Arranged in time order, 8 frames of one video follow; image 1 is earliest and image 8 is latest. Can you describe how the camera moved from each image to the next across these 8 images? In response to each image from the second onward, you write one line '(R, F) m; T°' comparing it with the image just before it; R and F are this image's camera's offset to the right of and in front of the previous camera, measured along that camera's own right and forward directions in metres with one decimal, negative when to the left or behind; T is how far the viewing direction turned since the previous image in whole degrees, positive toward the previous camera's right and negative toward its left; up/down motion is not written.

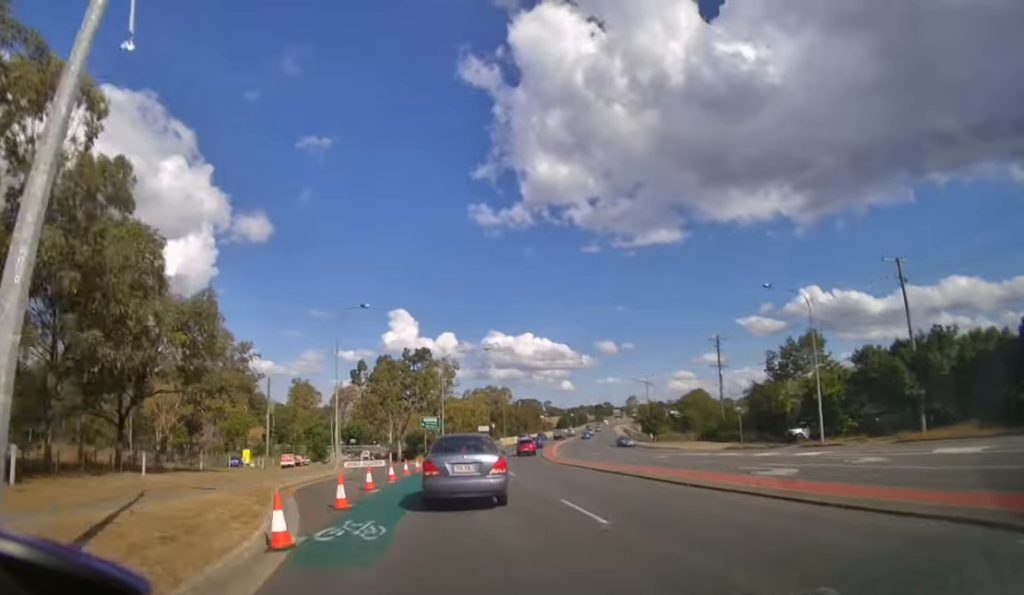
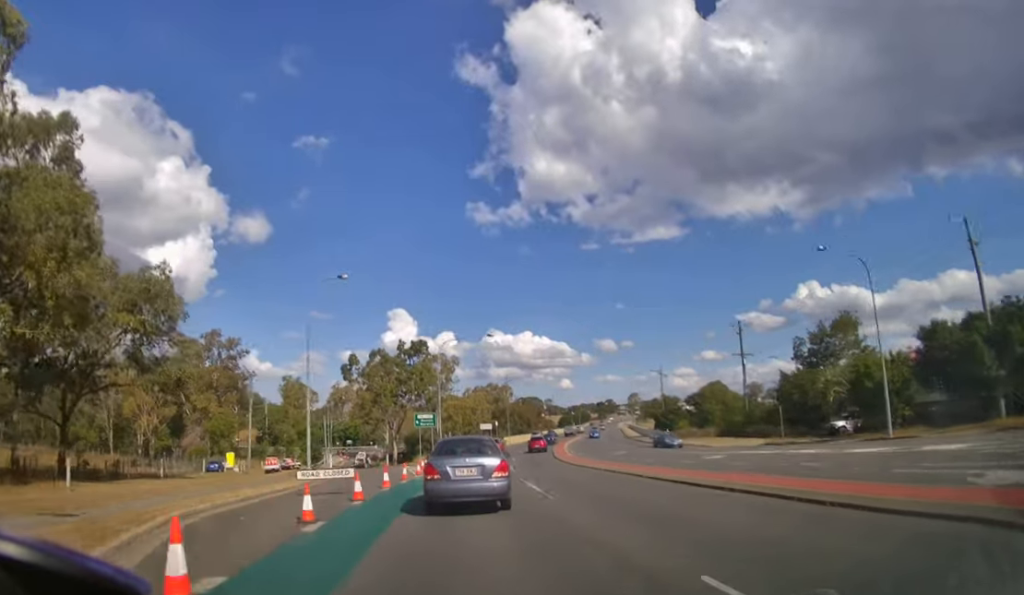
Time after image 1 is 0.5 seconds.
(0.0, +6.0) m; 0°
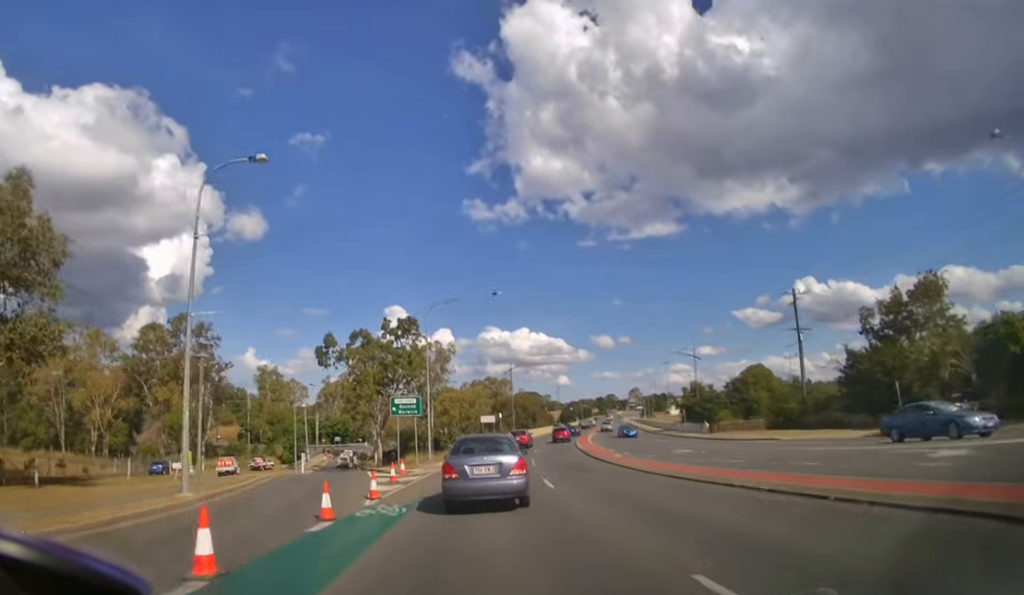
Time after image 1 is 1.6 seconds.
(+0.1, +12.0) m; +1°
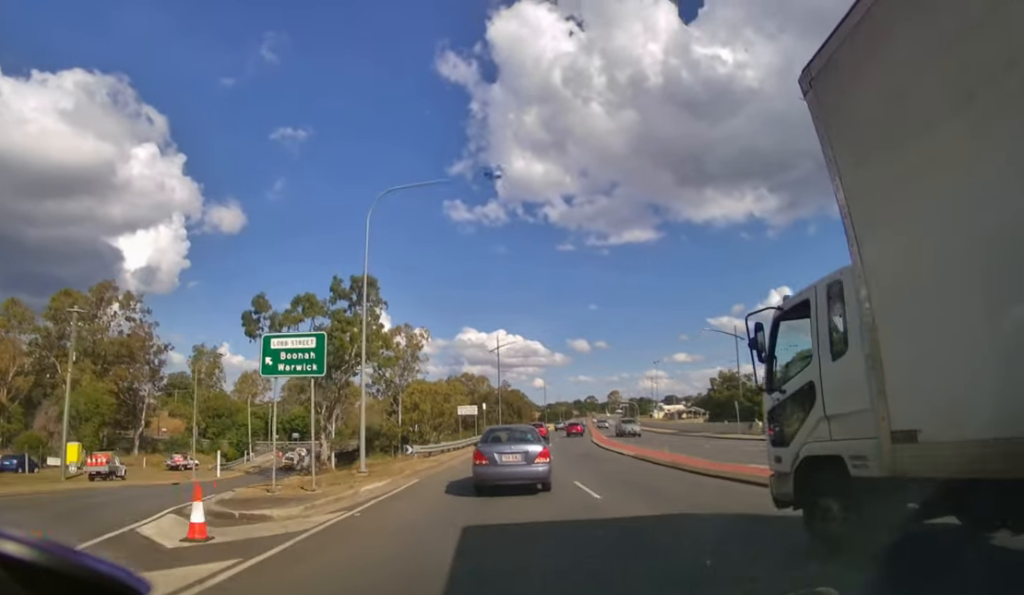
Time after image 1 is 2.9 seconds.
(+0.4, +16.8) m; +3°
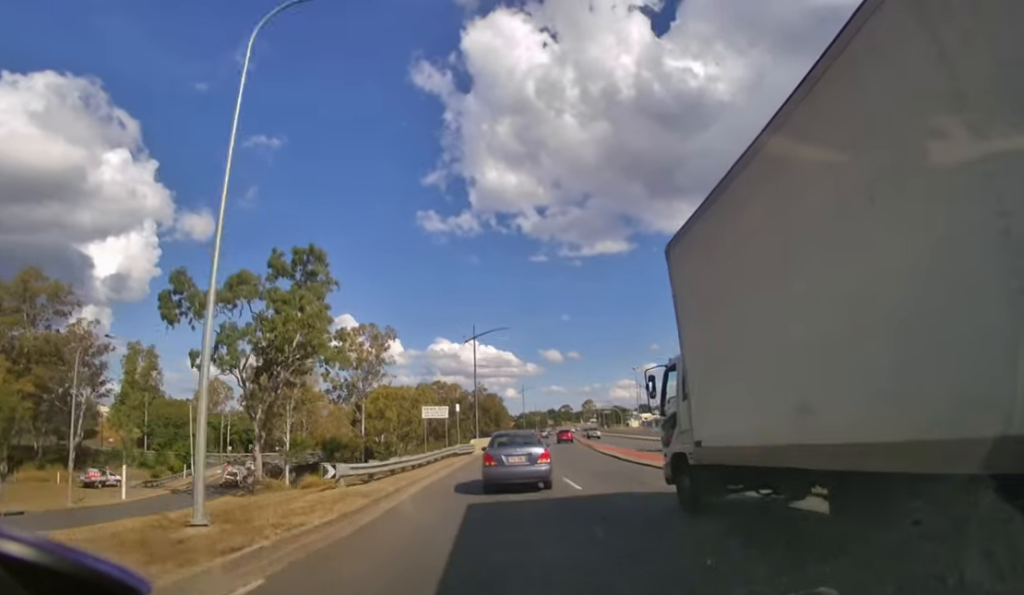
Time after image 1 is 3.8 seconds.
(+0.2, +11.4) m; +2°
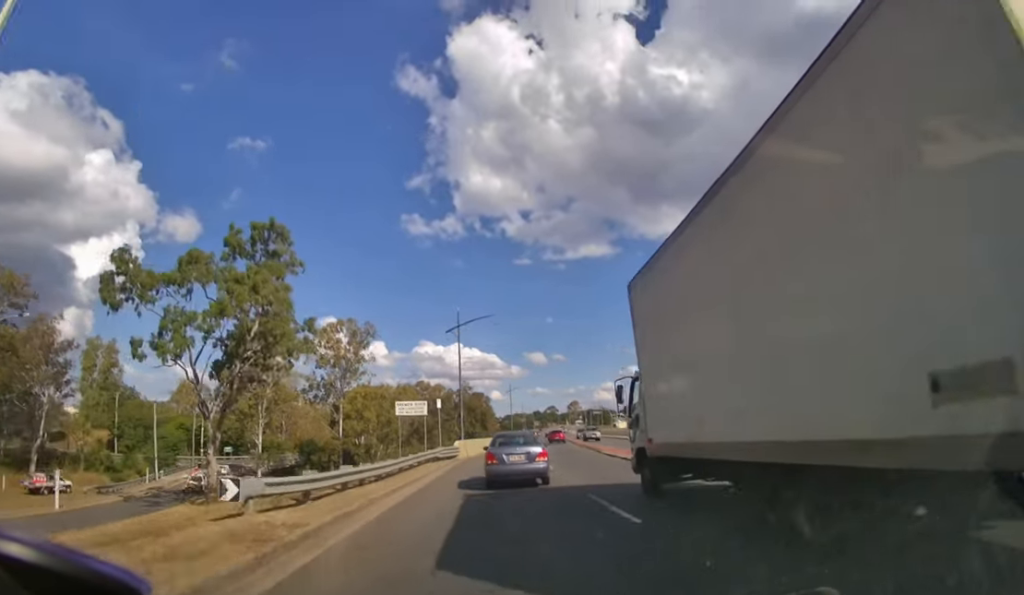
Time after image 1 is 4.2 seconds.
(0.0, +6.0) m; +1°
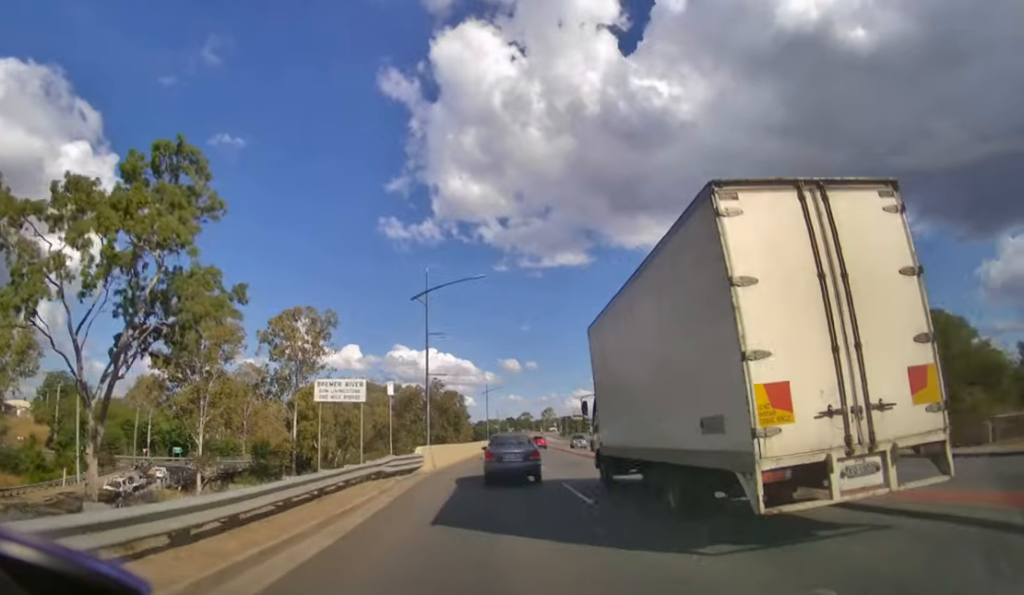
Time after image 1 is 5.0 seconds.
(+0.3, +10.6) m; +4°
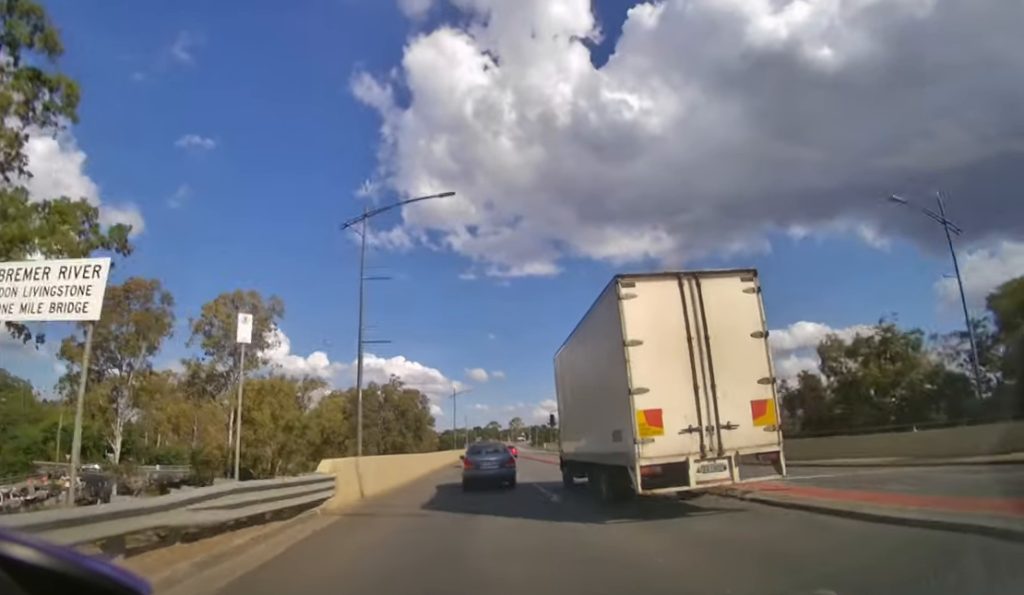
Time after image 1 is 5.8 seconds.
(+0.4, +10.6) m; +3°
